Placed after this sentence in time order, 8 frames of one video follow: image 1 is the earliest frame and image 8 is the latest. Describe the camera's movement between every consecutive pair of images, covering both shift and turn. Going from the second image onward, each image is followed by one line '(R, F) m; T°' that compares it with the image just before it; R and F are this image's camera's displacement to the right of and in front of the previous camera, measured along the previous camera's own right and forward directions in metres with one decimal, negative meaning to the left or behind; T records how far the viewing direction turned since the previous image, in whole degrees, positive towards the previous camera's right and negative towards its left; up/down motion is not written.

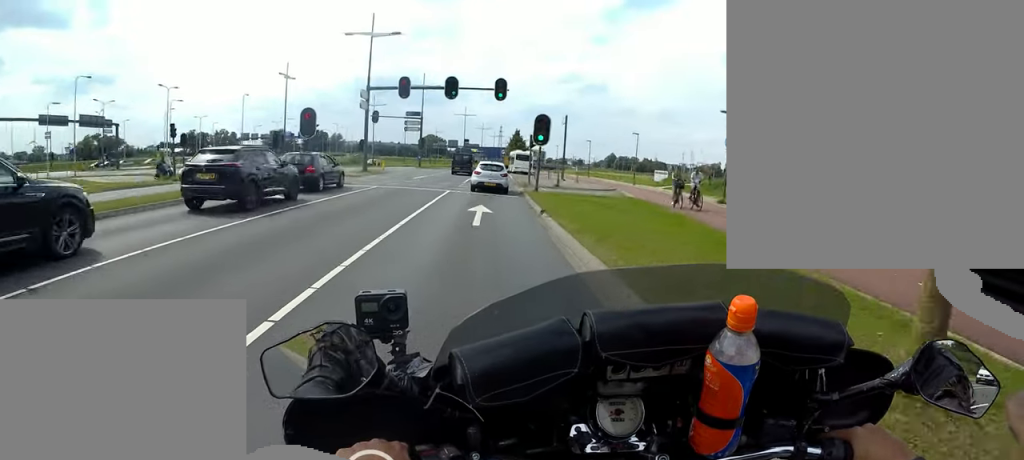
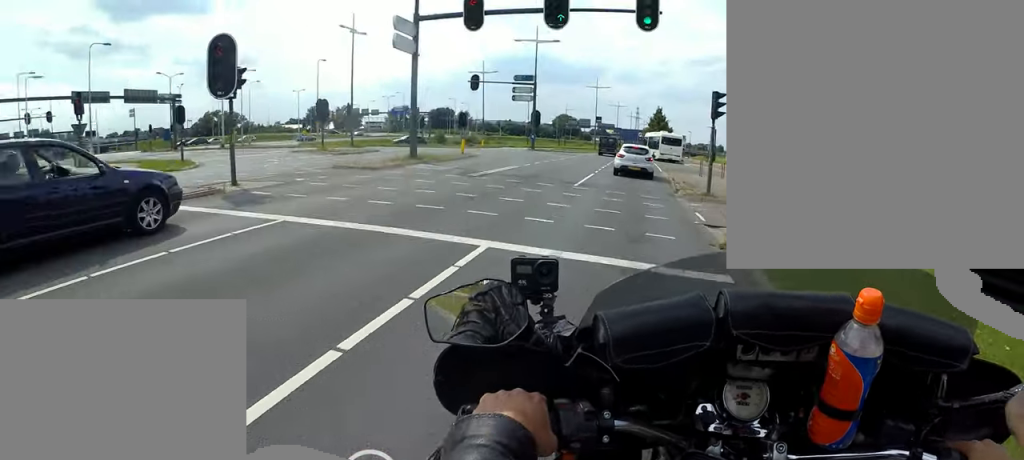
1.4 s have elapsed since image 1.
(+0.1, +14.1) m; +7°
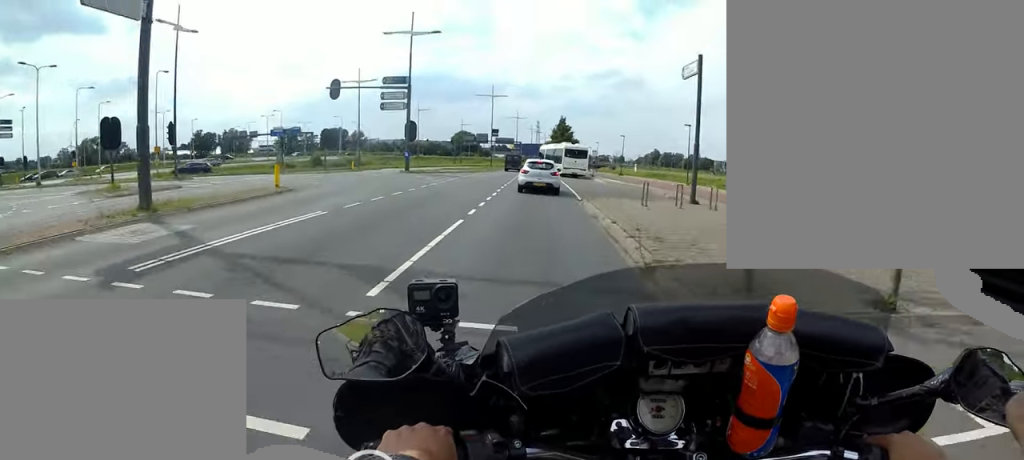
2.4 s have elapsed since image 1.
(+1.0, +8.9) m; +2°
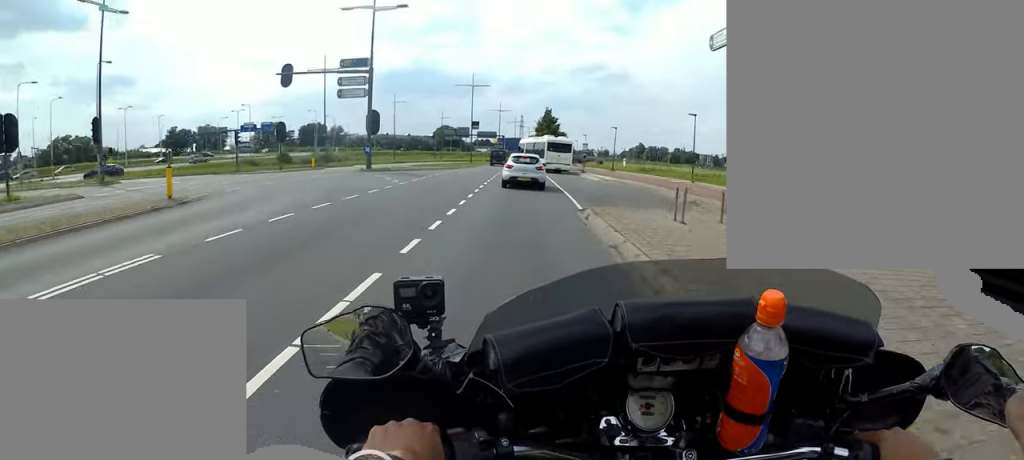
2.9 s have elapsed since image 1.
(+0.1, +4.6) m; -2°
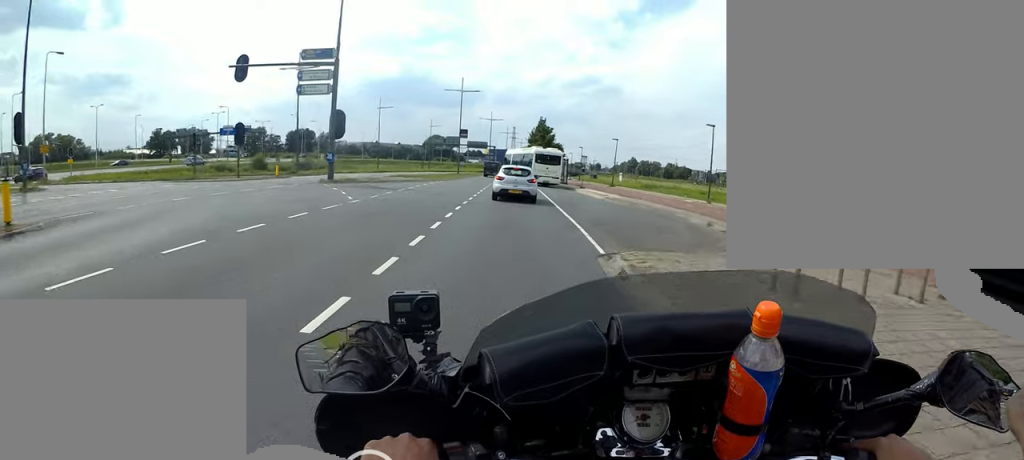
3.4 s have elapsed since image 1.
(-0.6, +4.5) m; -5°
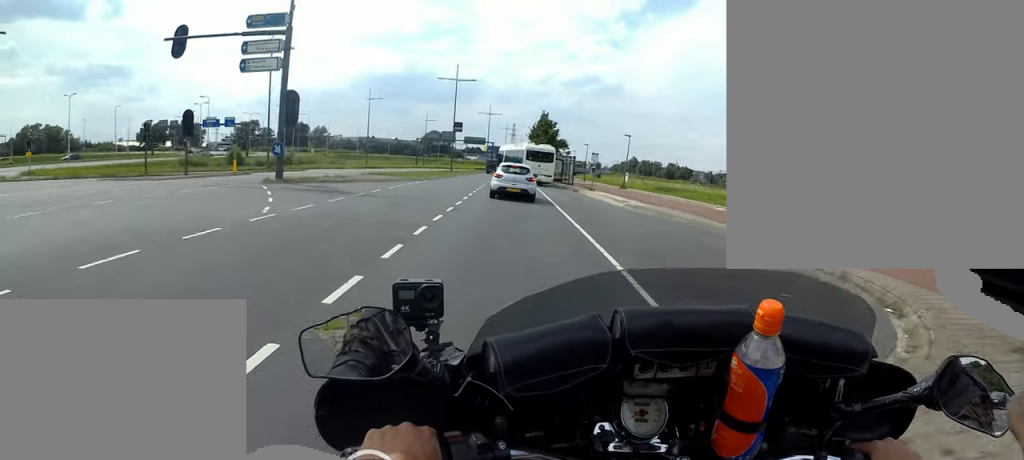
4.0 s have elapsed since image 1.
(-0.2, +5.4) m; -2°
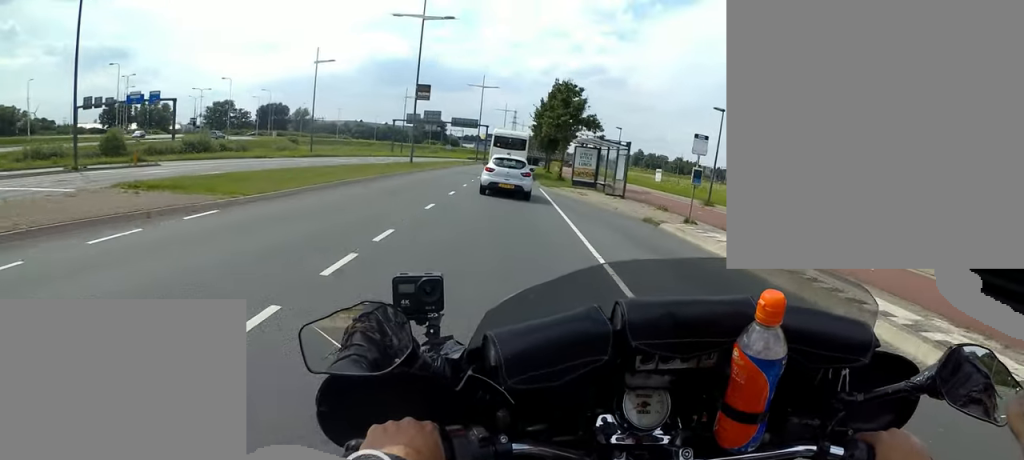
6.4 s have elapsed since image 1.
(+2.1, +19.8) m; +9°
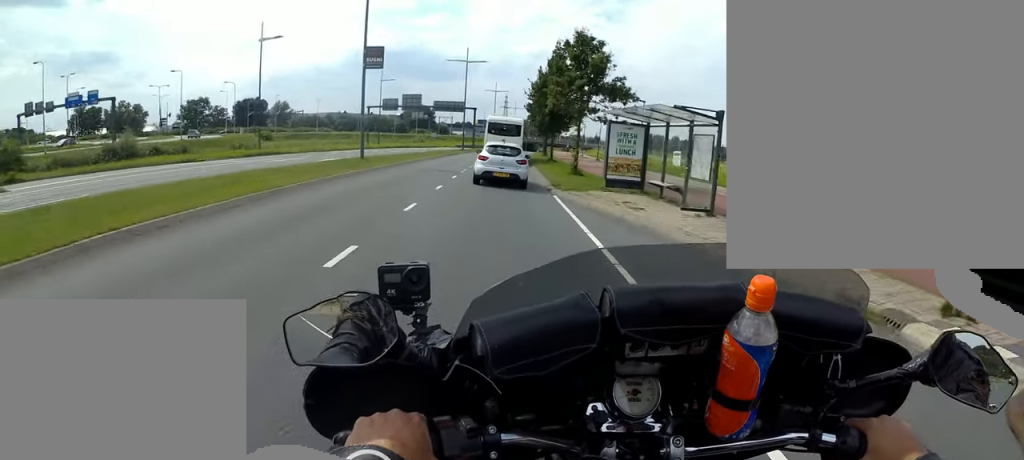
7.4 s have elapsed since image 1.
(-0.8, +9.9) m; -4°
